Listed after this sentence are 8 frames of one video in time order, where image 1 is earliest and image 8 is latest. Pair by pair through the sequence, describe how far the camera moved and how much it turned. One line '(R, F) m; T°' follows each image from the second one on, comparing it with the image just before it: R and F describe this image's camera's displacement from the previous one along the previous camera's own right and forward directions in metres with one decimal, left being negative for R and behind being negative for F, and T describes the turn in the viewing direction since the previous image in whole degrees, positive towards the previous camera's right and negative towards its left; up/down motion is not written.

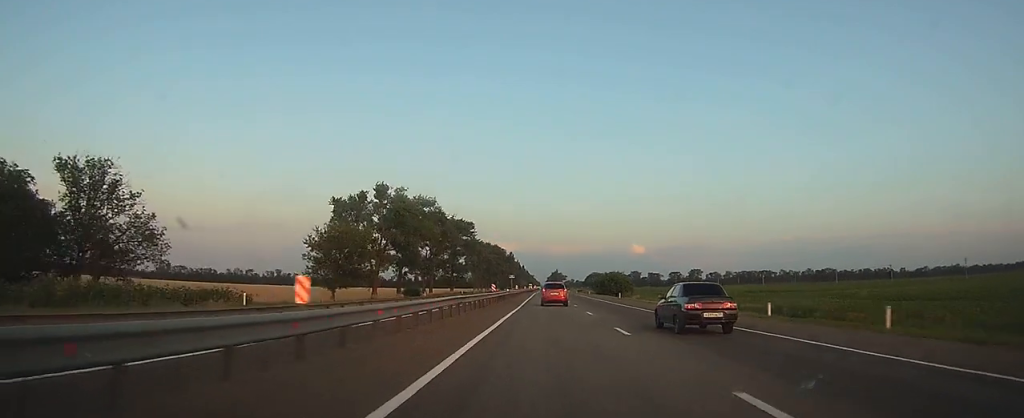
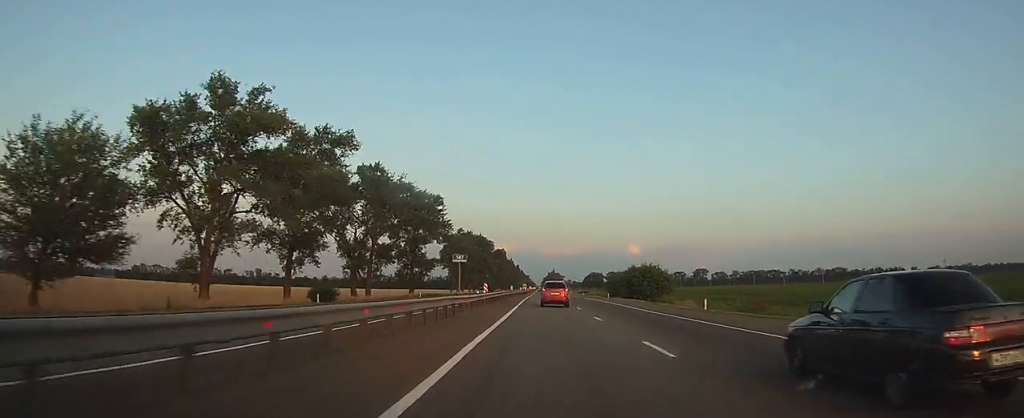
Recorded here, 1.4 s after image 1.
(-0.2, +40.6) m; 0°
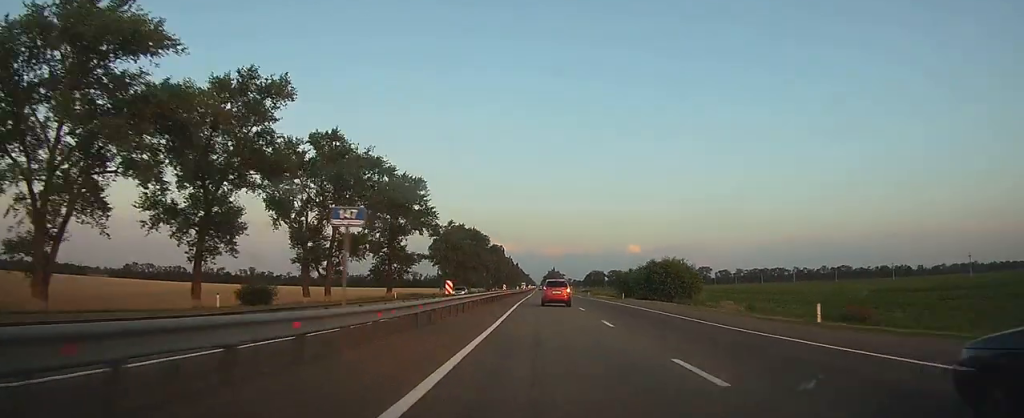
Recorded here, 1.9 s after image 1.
(0.0, +14.9) m; 0°
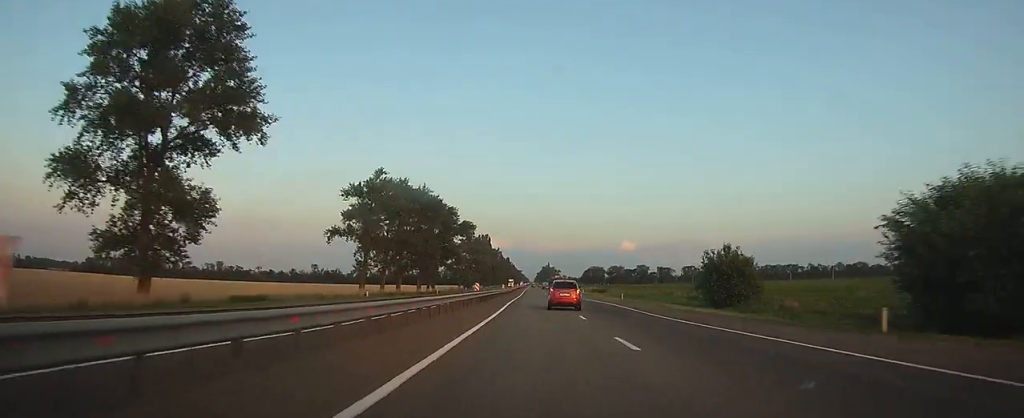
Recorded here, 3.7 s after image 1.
(0.0, +54.8) m; 0°
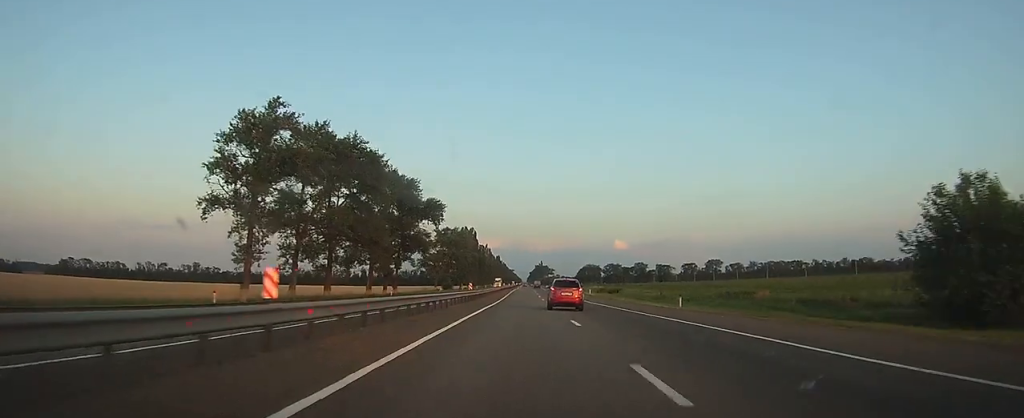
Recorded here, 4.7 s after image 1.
(+0.1, +29.8) m; +1°
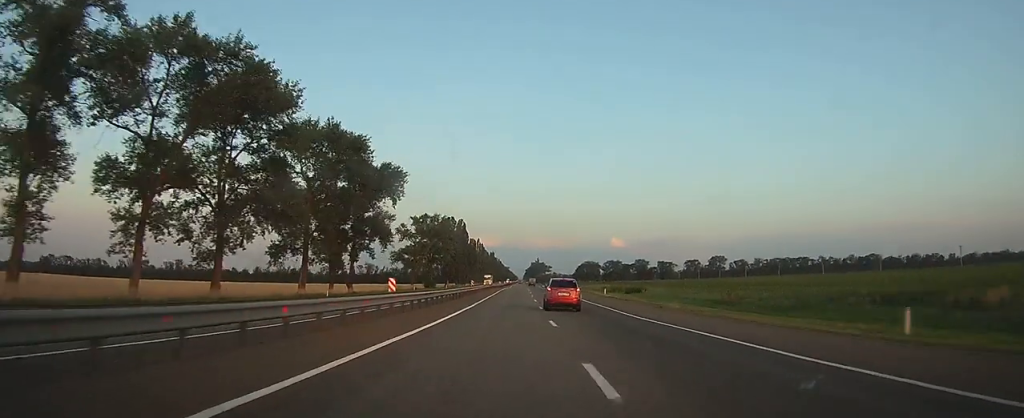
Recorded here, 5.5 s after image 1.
(+0.2, +23.7) m; 0°
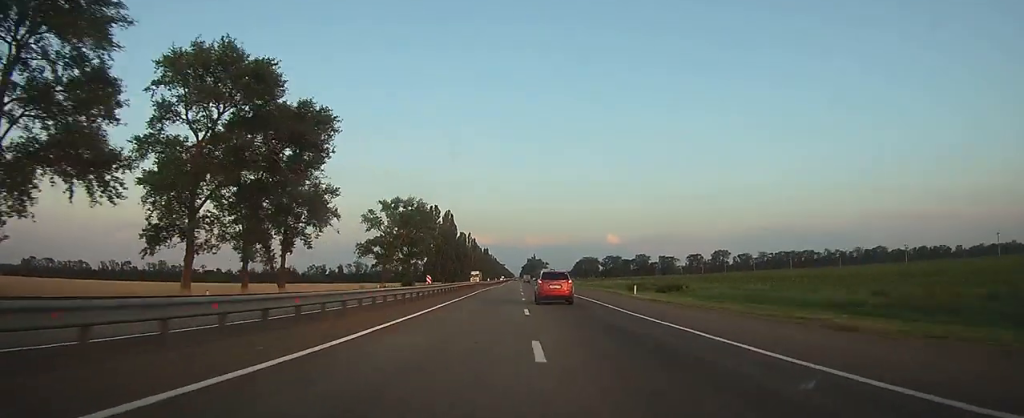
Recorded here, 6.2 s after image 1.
(+0.1, +21.5) m; 0°
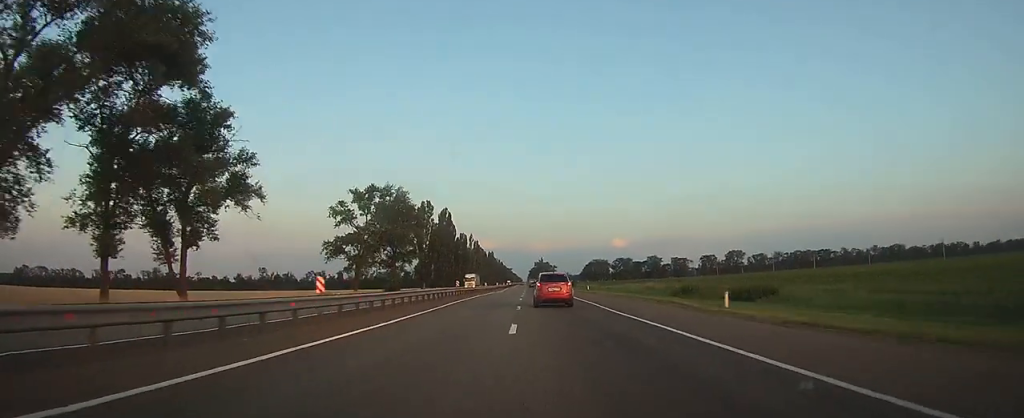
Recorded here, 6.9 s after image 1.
(0.0, +19.4) m; 0°
